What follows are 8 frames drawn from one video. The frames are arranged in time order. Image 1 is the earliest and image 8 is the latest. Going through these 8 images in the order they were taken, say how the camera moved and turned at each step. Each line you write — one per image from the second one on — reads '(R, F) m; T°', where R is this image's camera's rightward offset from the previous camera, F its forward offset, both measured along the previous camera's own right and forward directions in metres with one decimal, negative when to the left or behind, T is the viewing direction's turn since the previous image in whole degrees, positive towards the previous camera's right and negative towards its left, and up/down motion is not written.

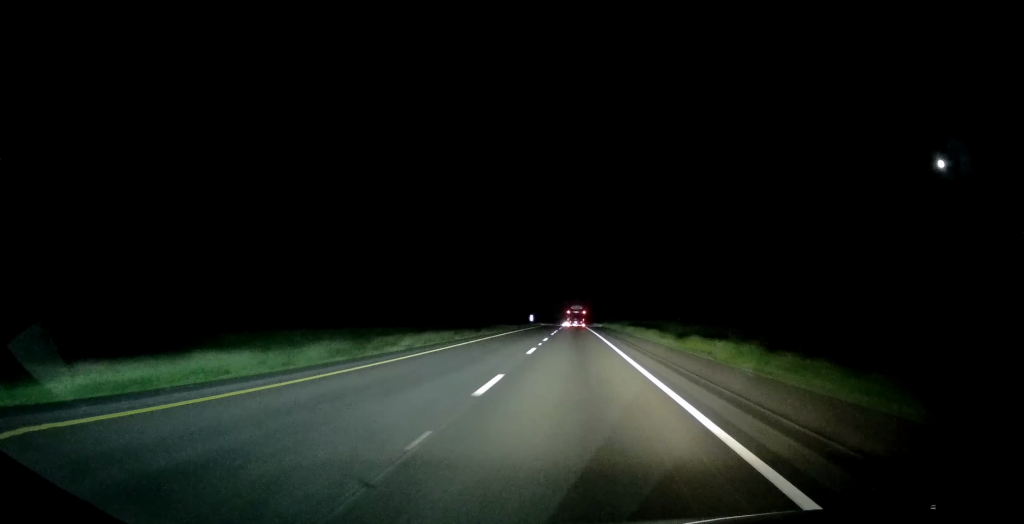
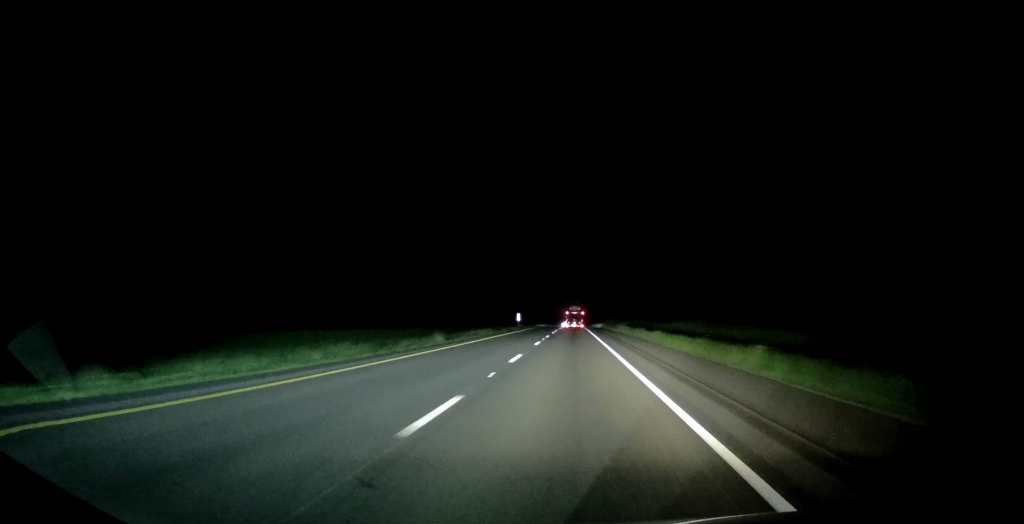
(+0.2, +40.2) m; +1°
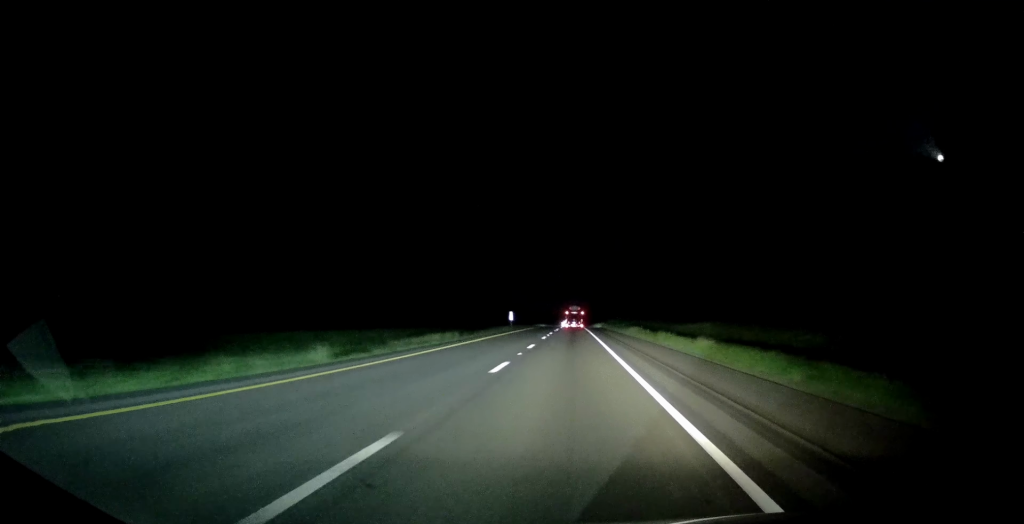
(+0.1, +15.8) m; 0°
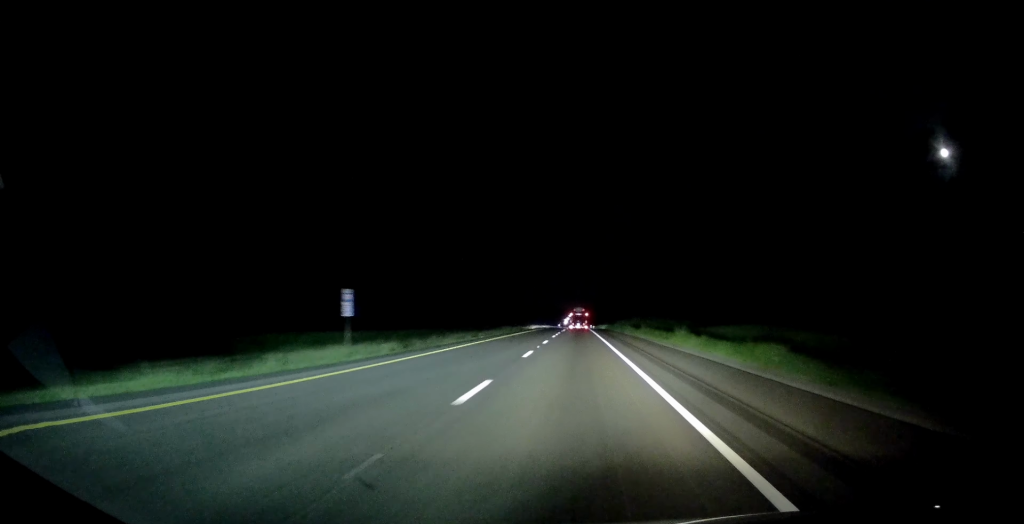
(-0.9, +89.3) m; -1°
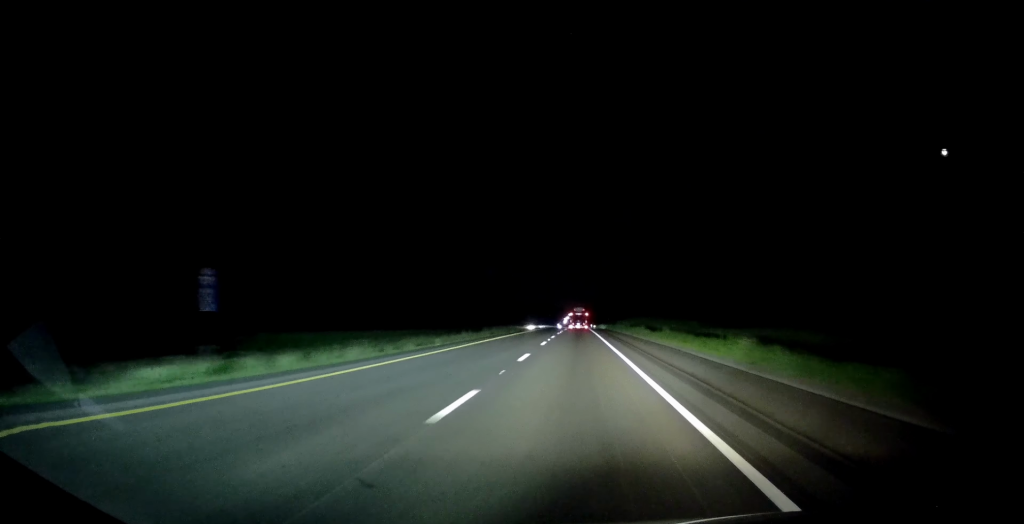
(0.0, +13.8) m; 0°
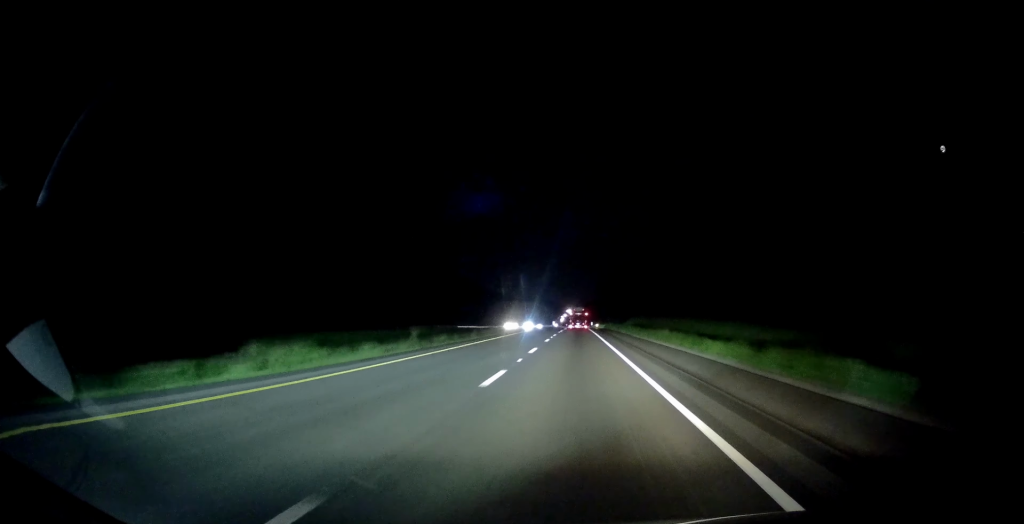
(+0.5, +44.6) m; 0°
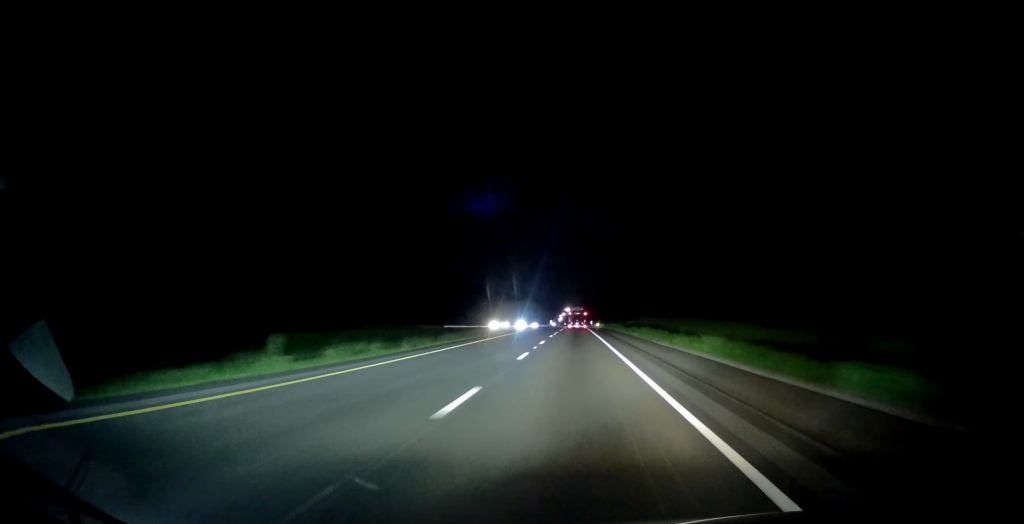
(-0.1, +16.0) m; 0°
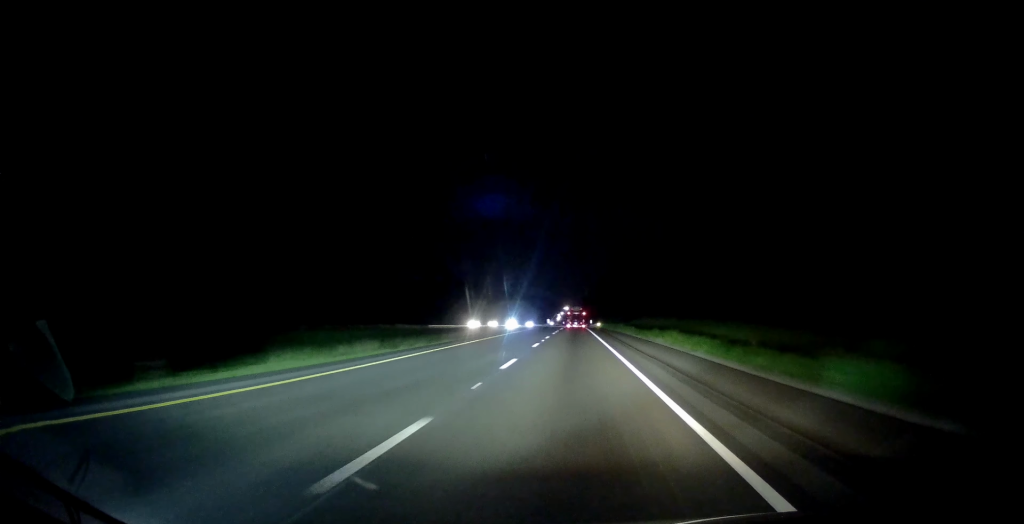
(-0.1, +16.0) m; 0°
